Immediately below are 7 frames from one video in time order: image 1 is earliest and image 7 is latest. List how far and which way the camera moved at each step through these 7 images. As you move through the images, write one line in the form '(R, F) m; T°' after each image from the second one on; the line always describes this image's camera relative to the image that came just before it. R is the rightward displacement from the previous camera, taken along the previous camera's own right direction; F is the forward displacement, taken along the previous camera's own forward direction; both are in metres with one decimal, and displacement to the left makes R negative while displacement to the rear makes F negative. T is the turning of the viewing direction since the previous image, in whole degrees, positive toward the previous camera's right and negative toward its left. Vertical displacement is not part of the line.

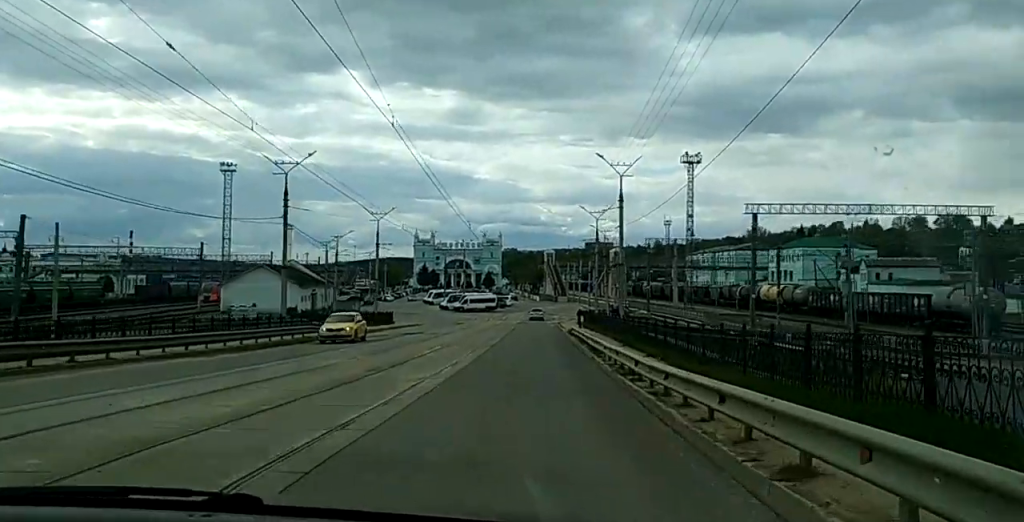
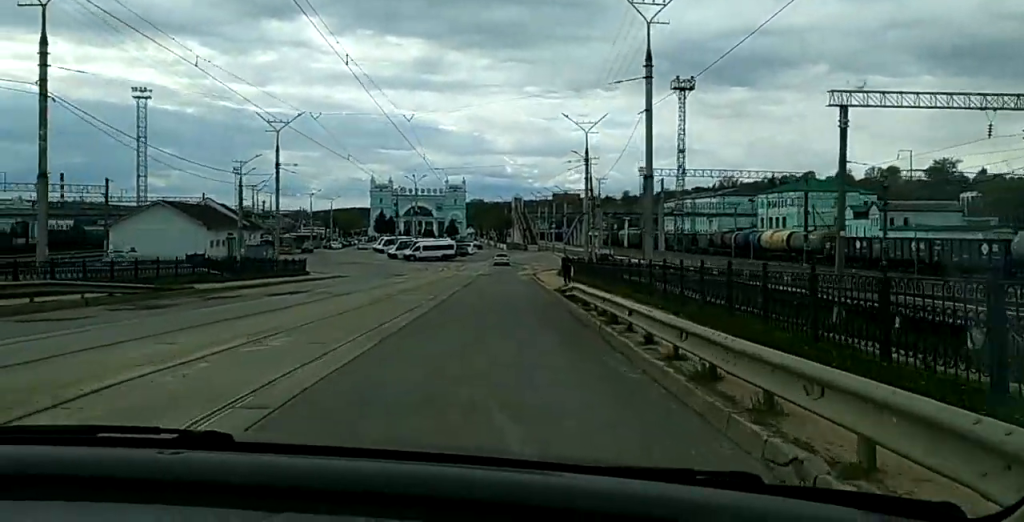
(-0.4, +26.0) m; +1°
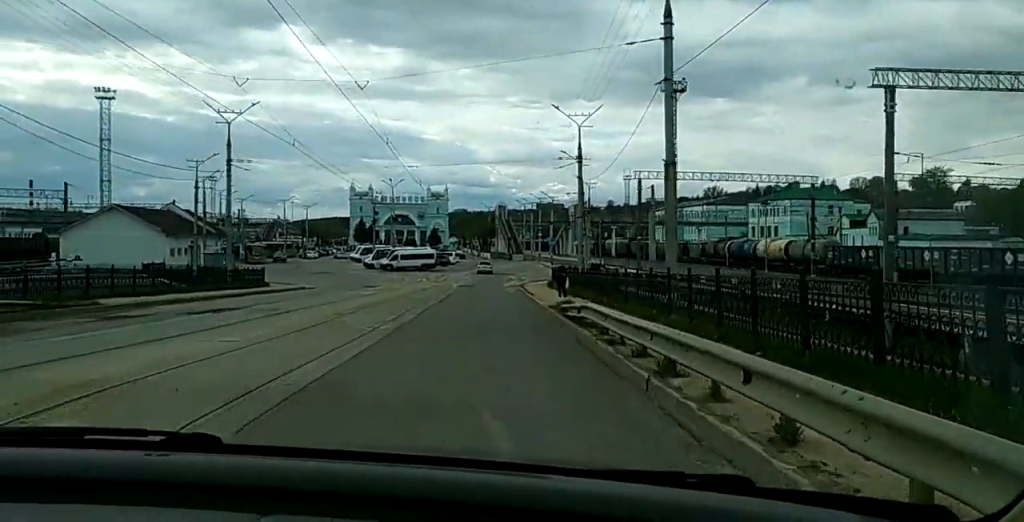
(+0.3, +7.4) m; -1°
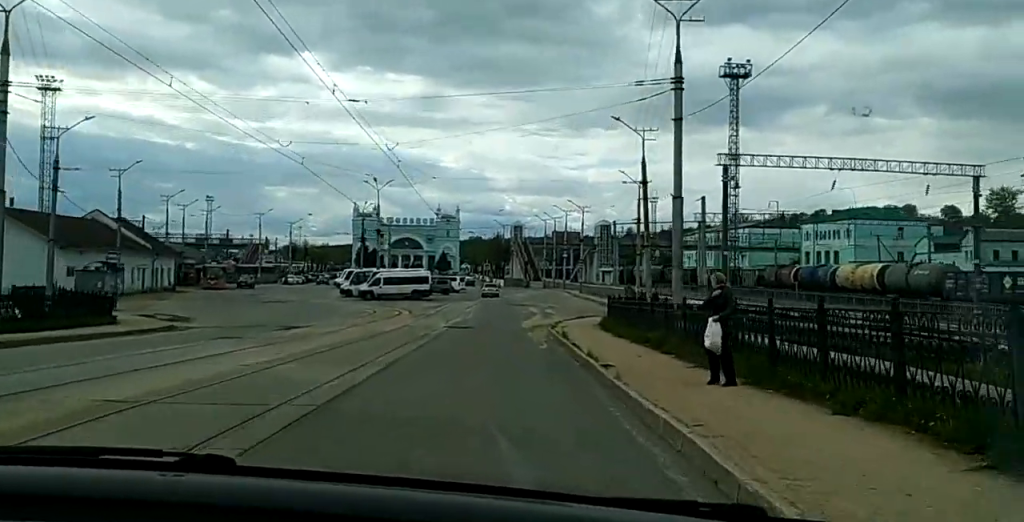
(-1.1, +27.5) m; -2°
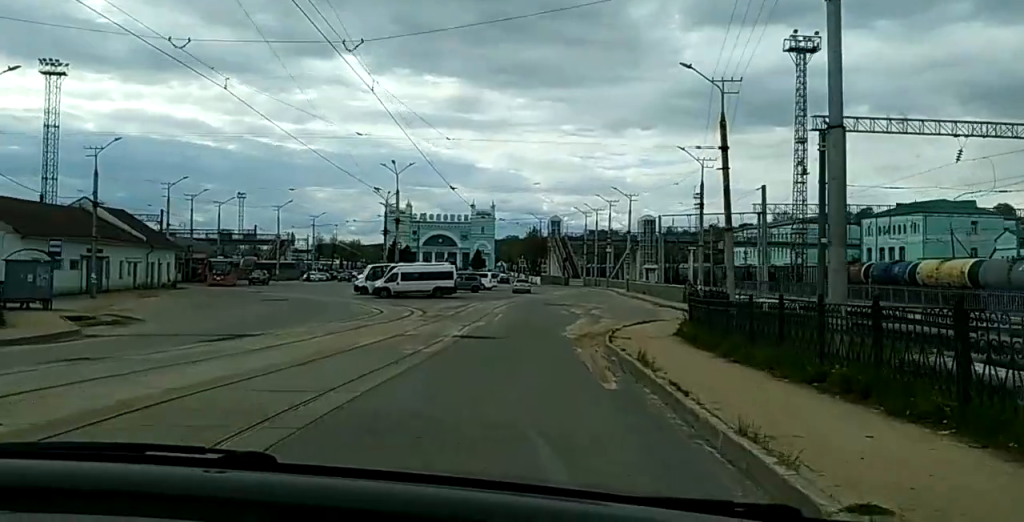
(+0.3, +11.9) m; +1°
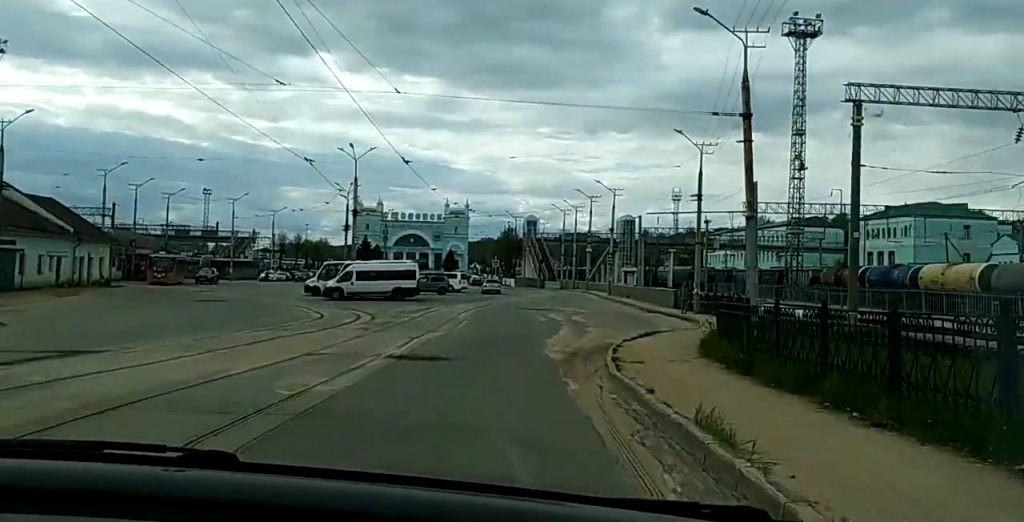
(0.0, +7.6) m; 0°
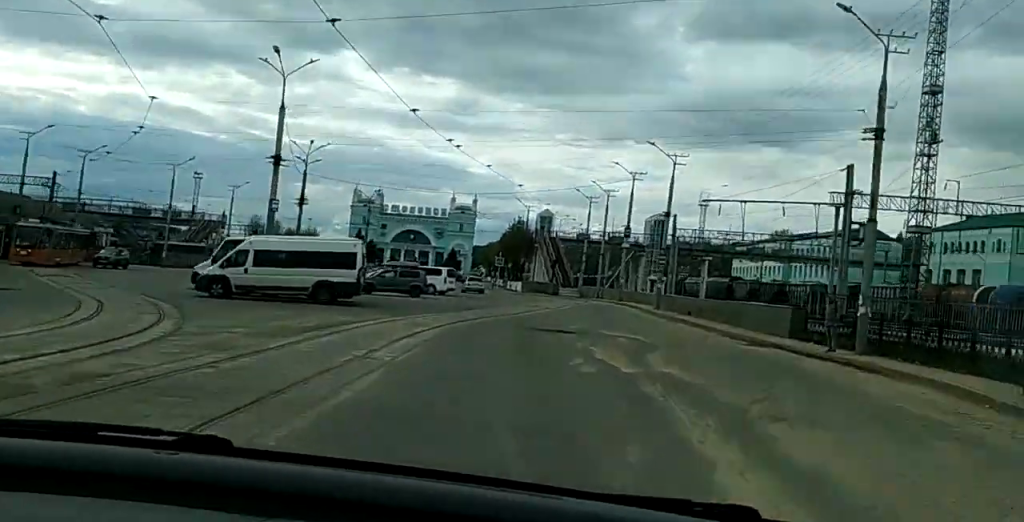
(+0.1, +25.5) m; +1°
